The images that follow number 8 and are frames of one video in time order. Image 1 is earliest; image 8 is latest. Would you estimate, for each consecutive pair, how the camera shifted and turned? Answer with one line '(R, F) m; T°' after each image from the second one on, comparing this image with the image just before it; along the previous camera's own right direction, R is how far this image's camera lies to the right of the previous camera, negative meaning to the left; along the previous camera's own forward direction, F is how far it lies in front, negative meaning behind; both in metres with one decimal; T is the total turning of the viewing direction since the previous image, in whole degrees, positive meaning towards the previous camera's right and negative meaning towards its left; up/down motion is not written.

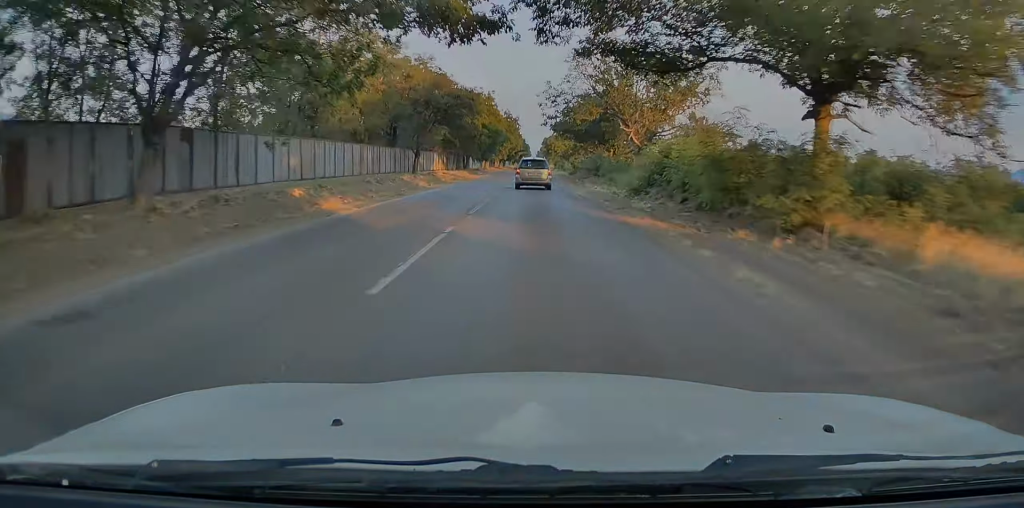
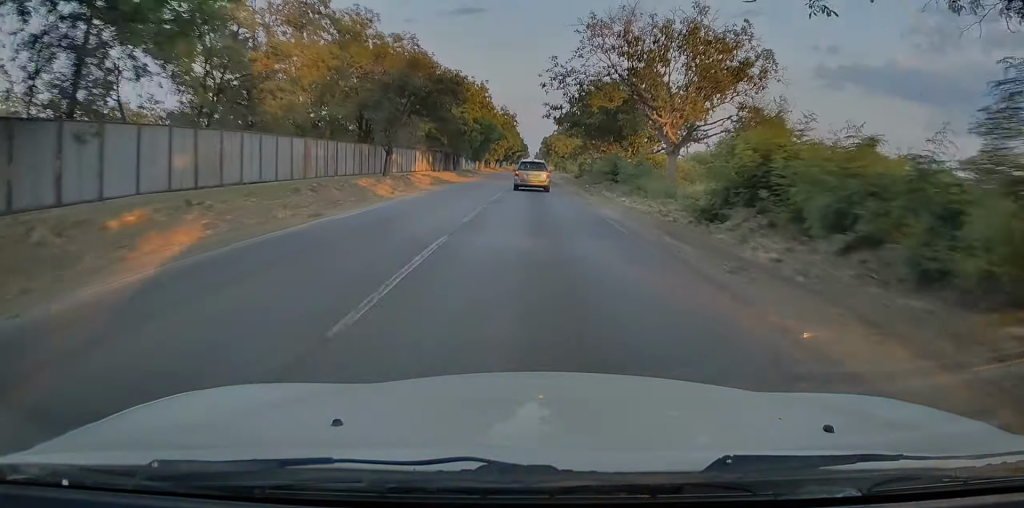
(-0.2, +10.7) m; 0°
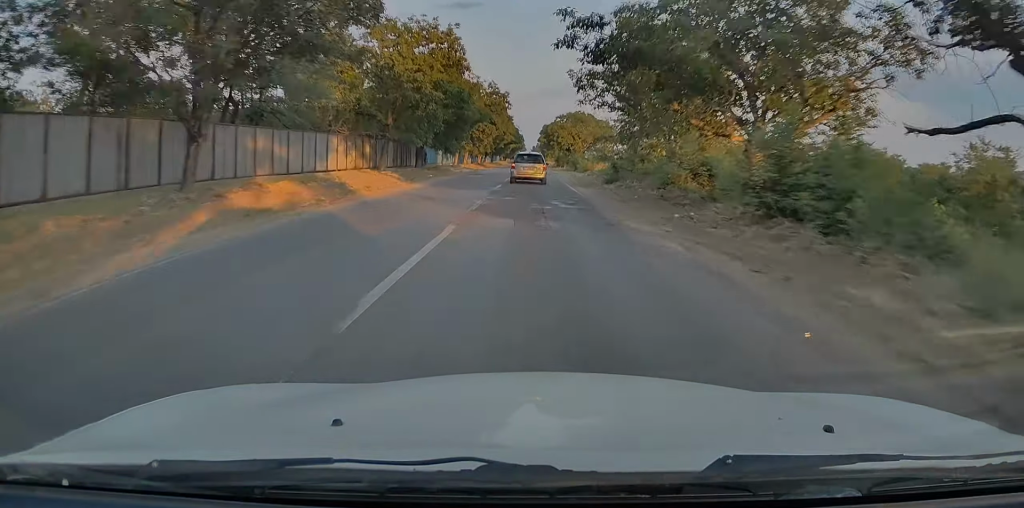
(+0.2, +26.4) m; +1°
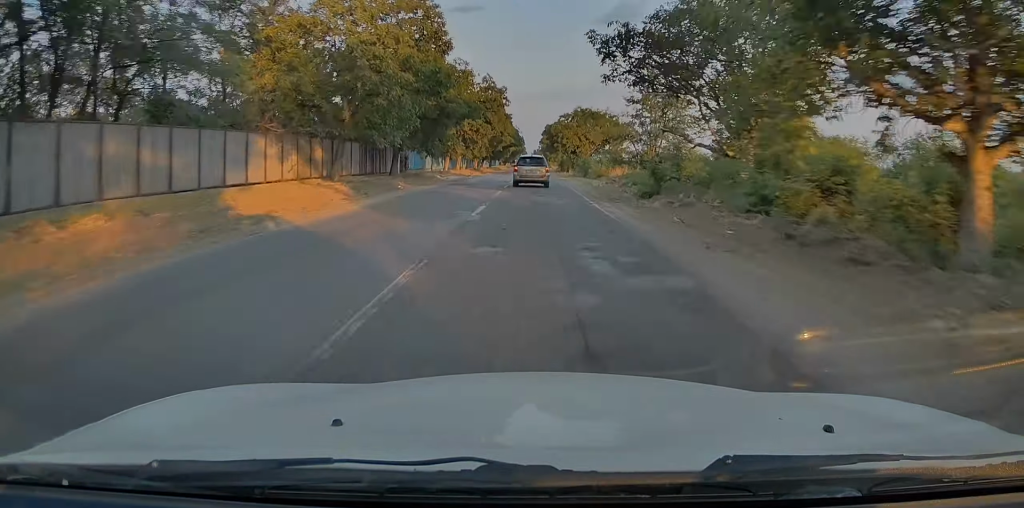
(0.0, +10.7) m; 0°
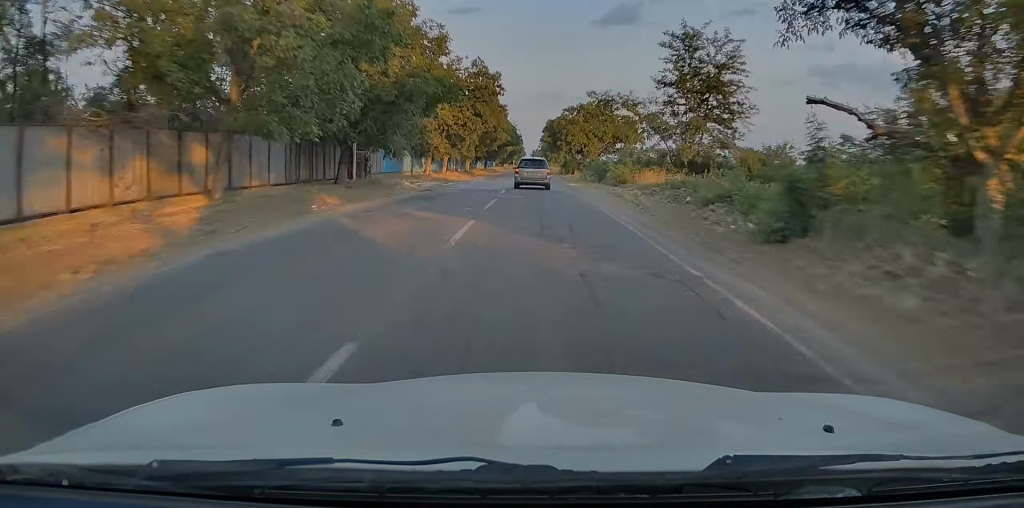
(0.0, +12.9) m; 0°
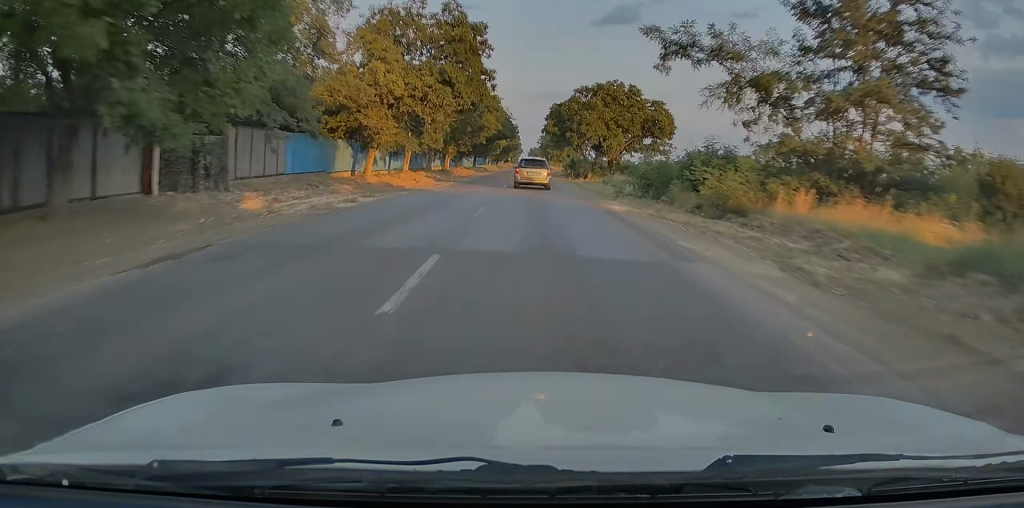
(+0.2, +21.3) m; 0°
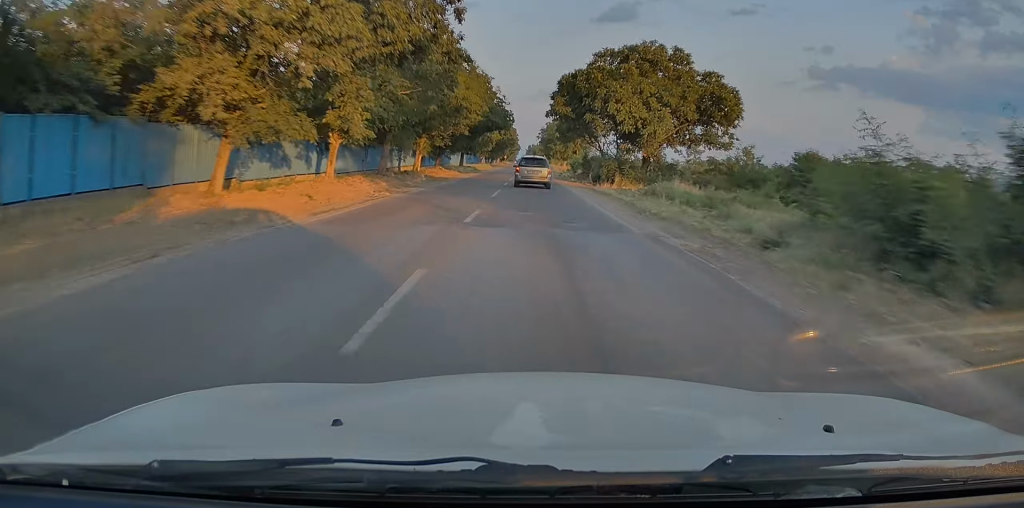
(-0.1, +19.2) m; +1°
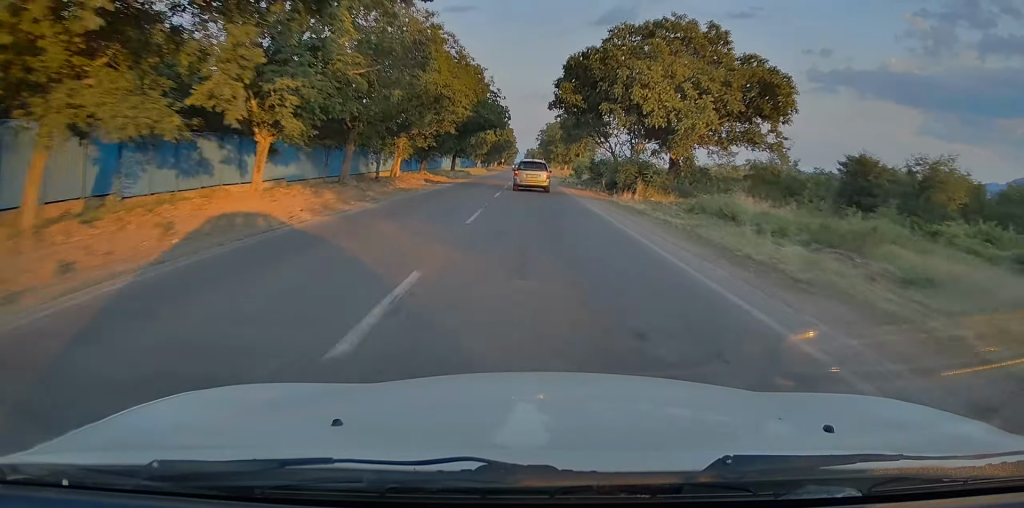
(+0.1, +8.6) m; 0°
